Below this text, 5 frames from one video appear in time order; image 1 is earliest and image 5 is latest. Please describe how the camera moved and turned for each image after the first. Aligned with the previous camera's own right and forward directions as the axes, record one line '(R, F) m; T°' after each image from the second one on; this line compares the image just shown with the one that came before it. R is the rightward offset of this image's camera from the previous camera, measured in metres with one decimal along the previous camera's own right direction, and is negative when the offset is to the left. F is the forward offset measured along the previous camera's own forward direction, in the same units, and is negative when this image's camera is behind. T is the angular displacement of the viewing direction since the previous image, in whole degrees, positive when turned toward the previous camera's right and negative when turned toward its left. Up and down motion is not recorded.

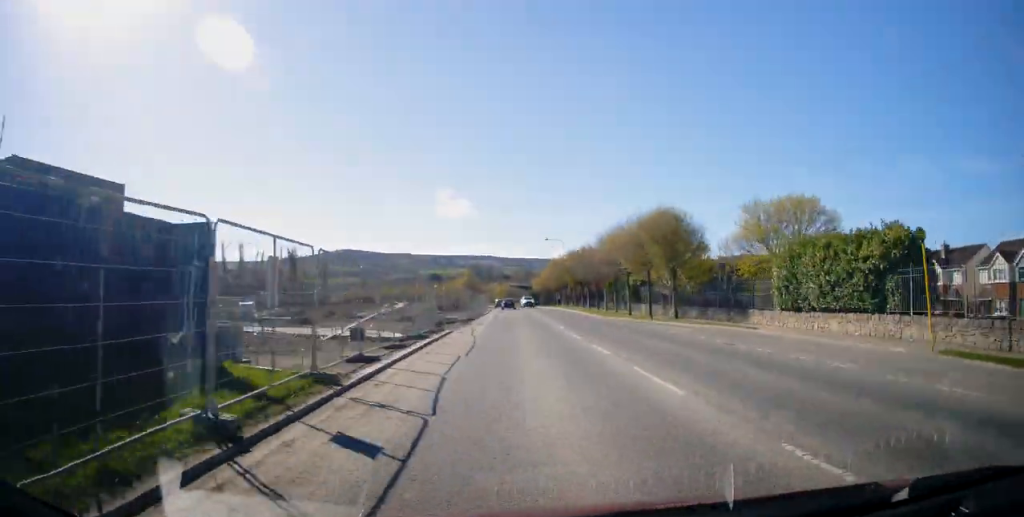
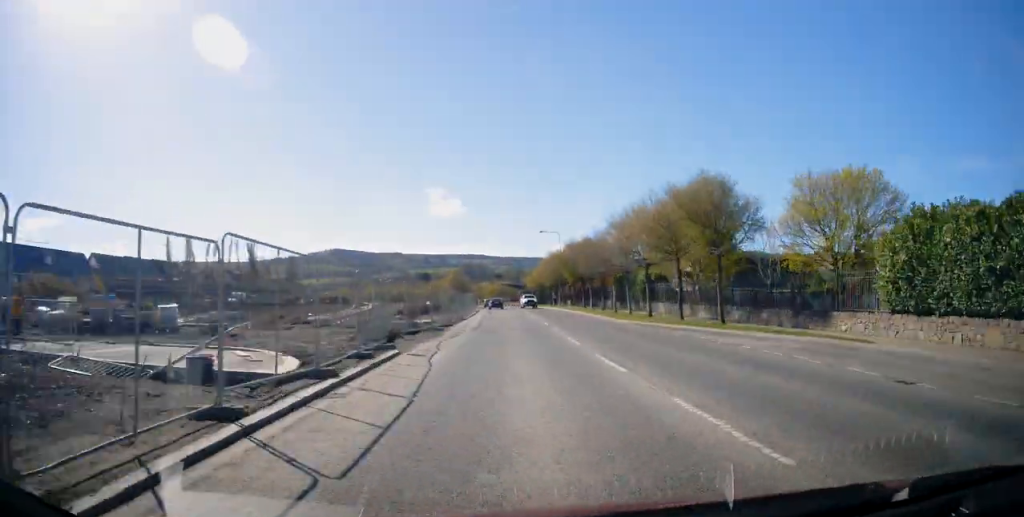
(+0.1, +9.3) m; 0°
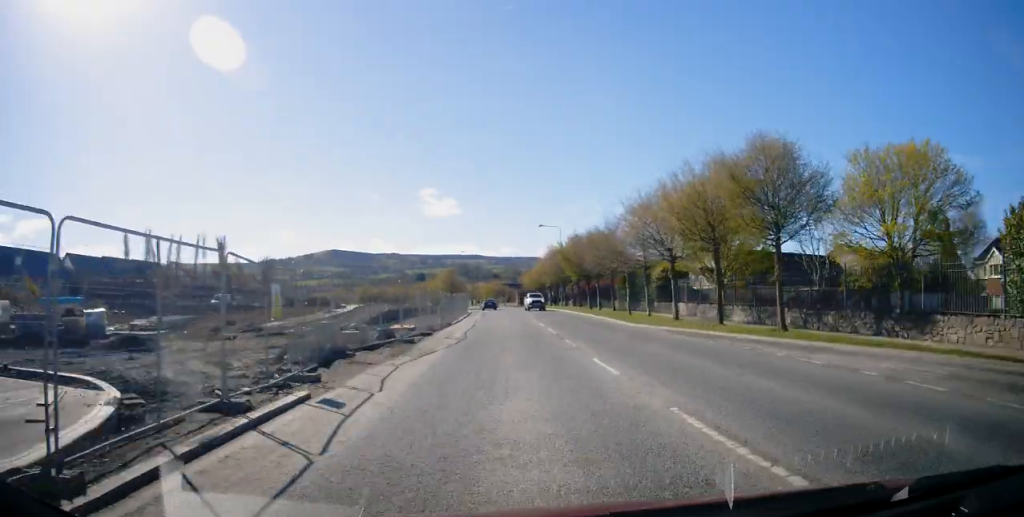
(+0.1, +6.3) m; 0°
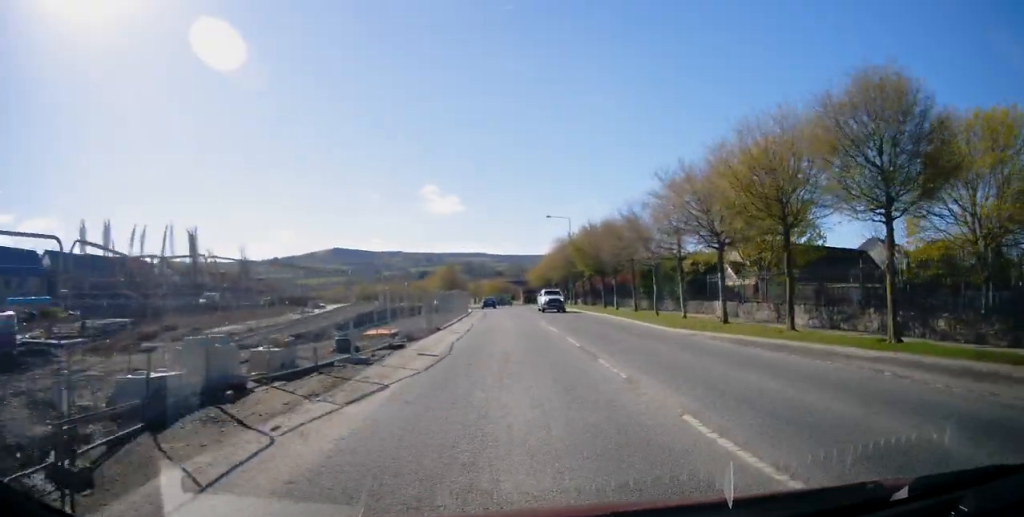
(0.0, +6.3) m; 0°
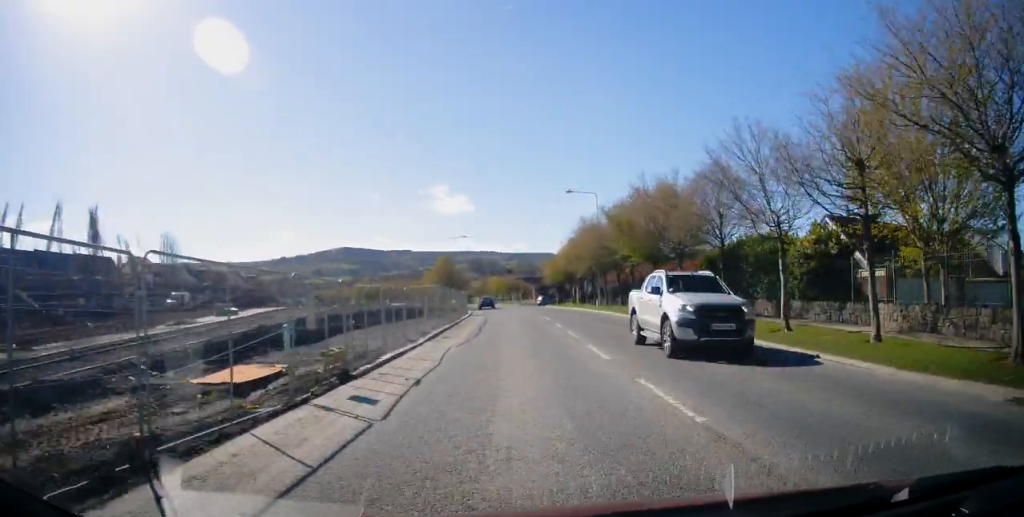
(-0.2, +15.0) m; -1°
